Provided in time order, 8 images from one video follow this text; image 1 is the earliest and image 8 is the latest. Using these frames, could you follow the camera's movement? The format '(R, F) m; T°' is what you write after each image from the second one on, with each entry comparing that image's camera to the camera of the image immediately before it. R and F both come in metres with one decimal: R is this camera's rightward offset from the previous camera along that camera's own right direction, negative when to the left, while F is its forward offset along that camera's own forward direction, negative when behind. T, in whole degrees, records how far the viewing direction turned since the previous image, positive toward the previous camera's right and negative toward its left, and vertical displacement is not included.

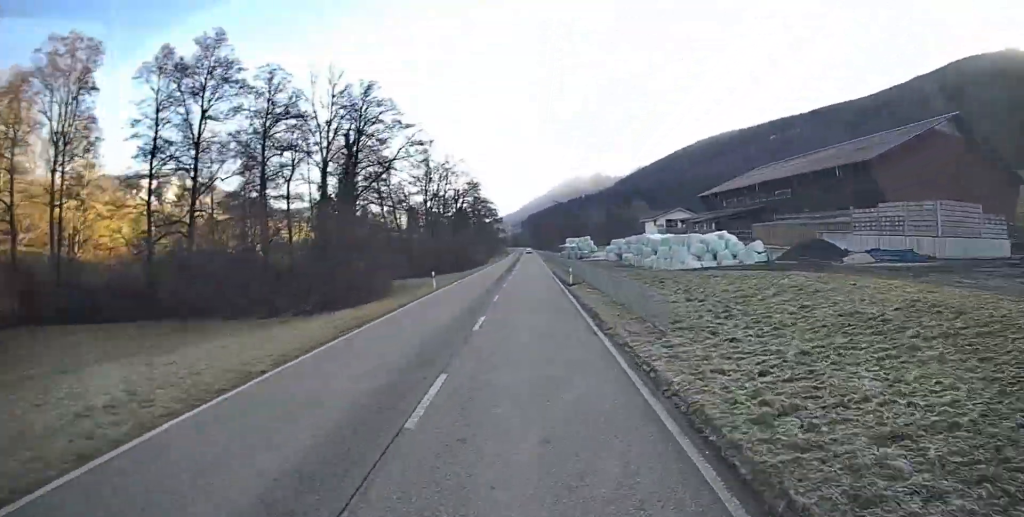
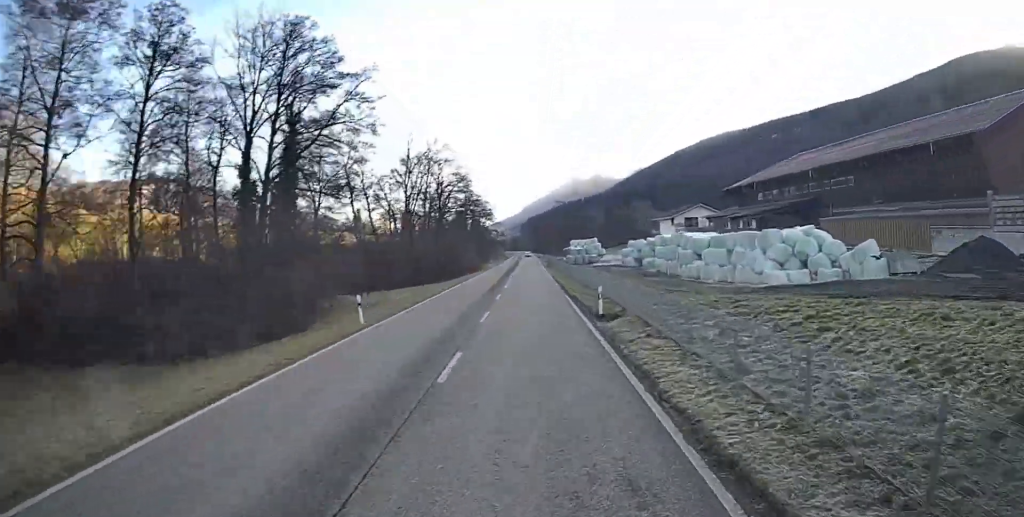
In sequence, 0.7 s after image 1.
(-0.2, +14.8) m; 0°
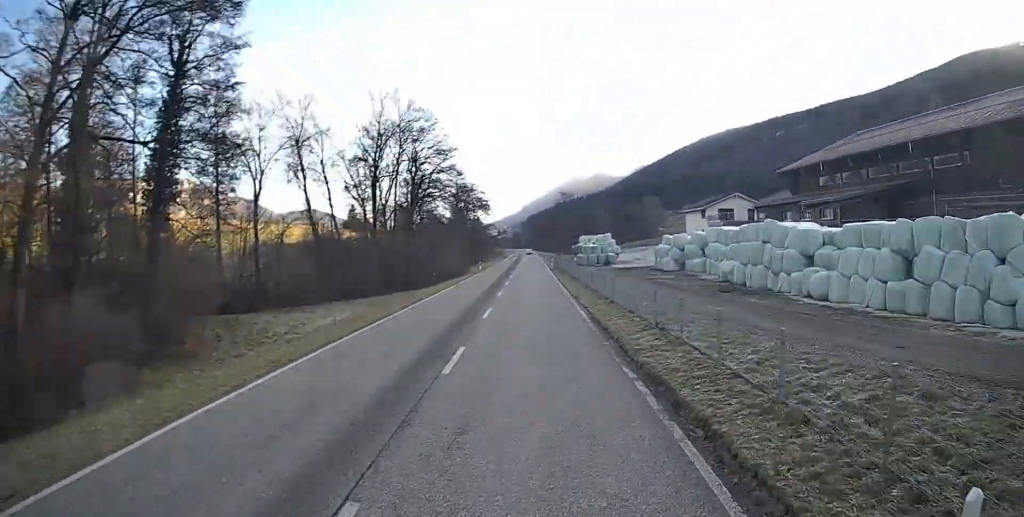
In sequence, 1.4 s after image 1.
(0.0, +17.0) m; 0°
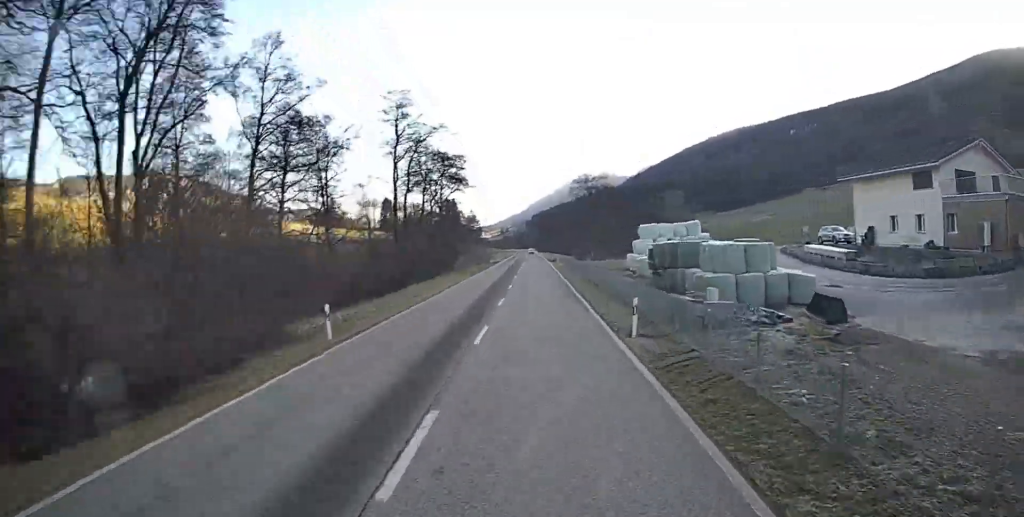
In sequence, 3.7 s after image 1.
(+0.3, +49.7) m; +1°
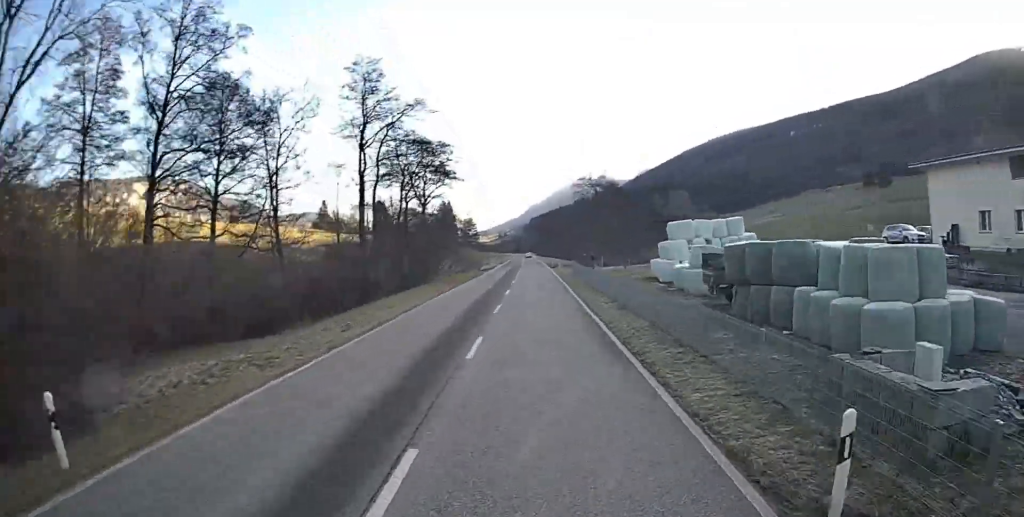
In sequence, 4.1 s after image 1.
(0.0, +10.4) m; 0°
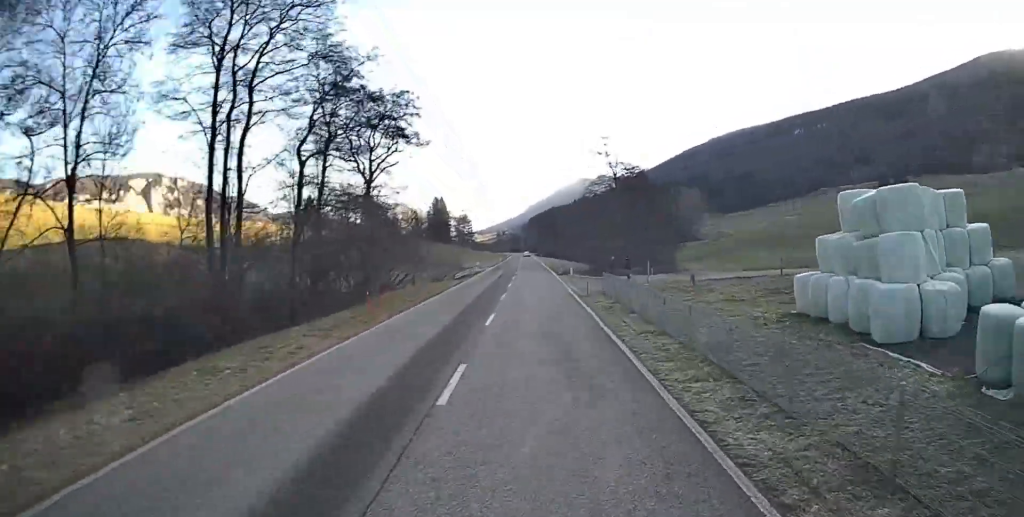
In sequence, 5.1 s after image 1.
(0.0, +21.7) m; 0°
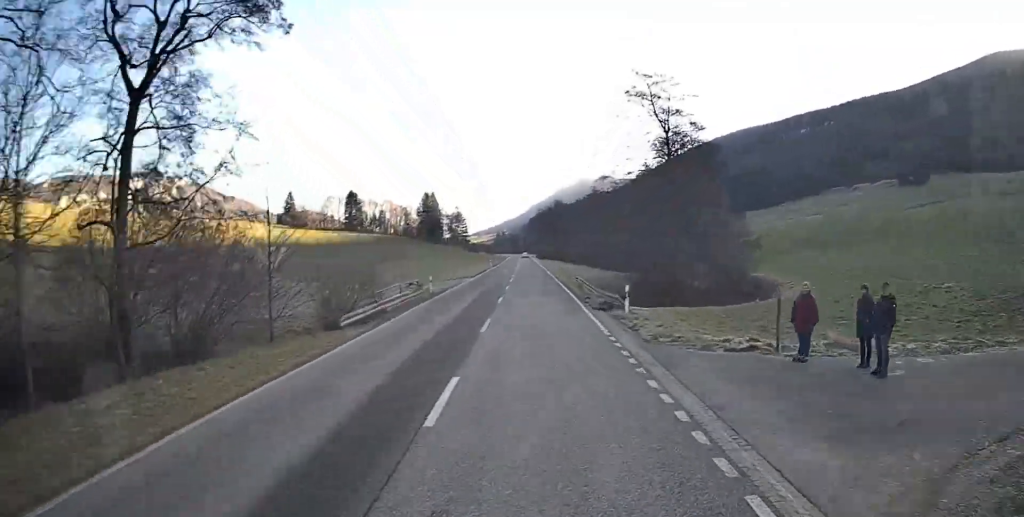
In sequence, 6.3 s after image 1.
(0.0, +27.5) m; 0°
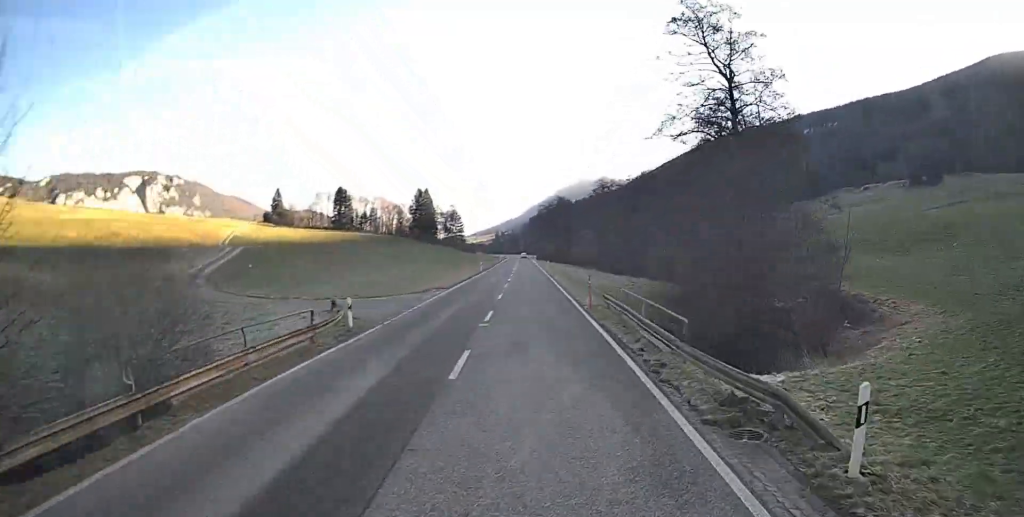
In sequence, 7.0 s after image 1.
(+0.1, +14.8) m; -1°
